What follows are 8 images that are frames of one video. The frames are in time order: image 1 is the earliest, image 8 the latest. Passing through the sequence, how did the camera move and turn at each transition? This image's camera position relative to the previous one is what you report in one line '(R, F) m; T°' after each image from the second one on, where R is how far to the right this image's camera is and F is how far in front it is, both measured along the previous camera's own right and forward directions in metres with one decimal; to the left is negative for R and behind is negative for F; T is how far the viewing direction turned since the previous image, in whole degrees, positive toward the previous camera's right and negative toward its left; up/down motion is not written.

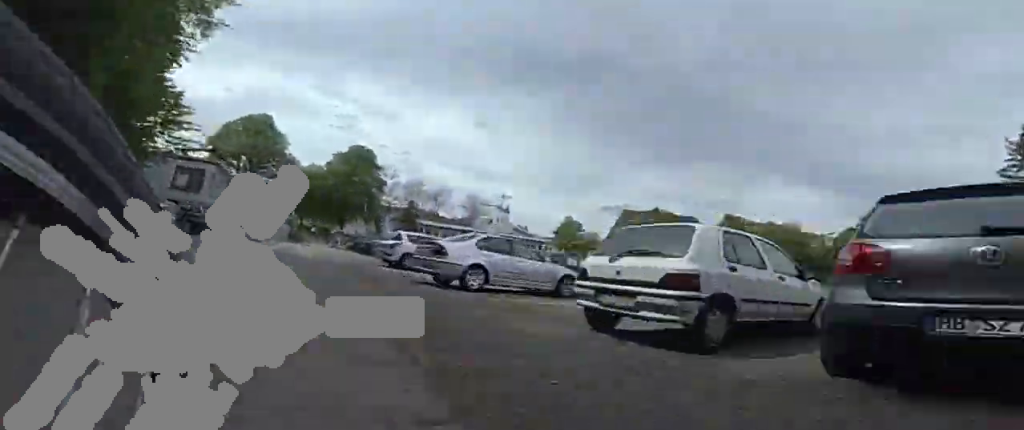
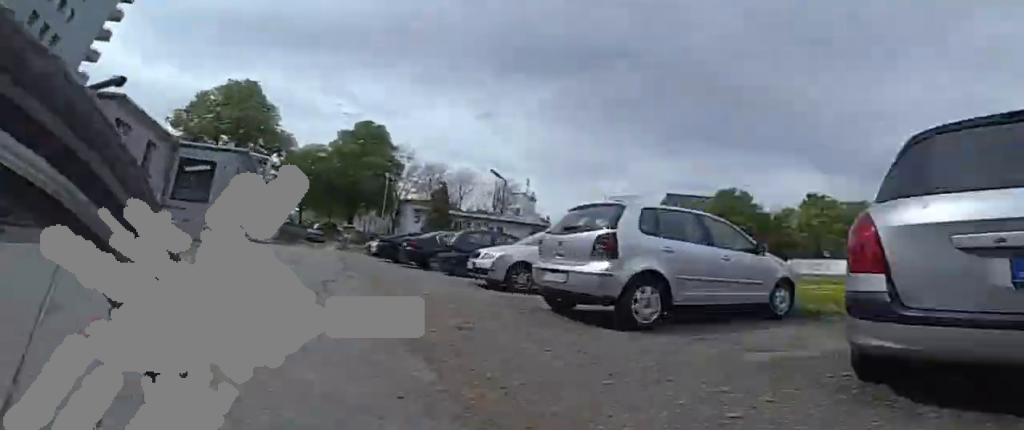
(-1.1, +20.2) m; -5°
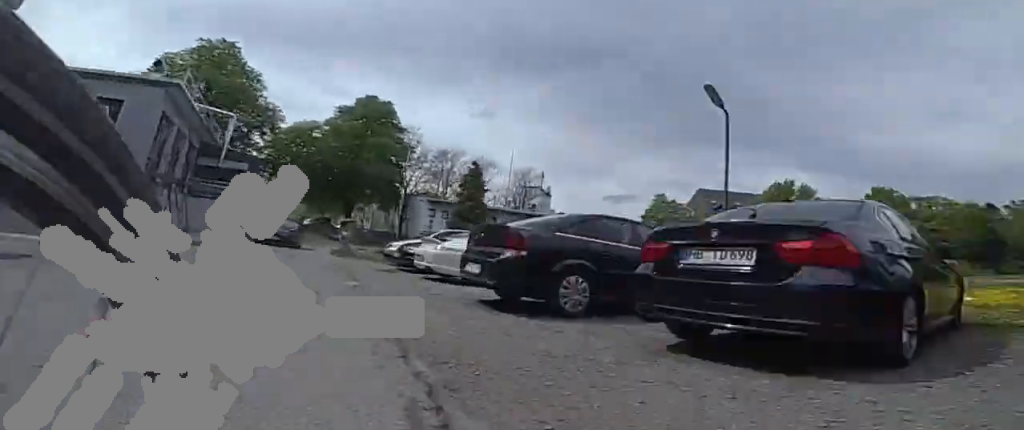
(-0.4, +11.0) m; -3°
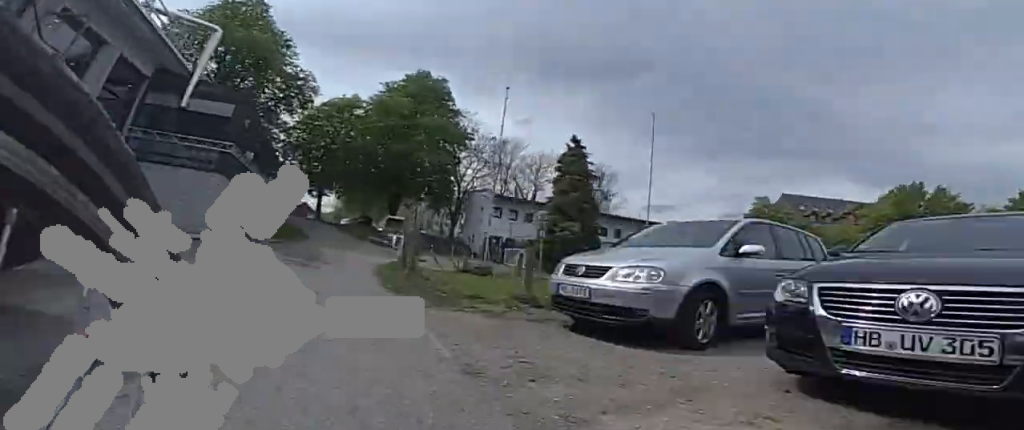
(0.0, +9.8) m; -3°
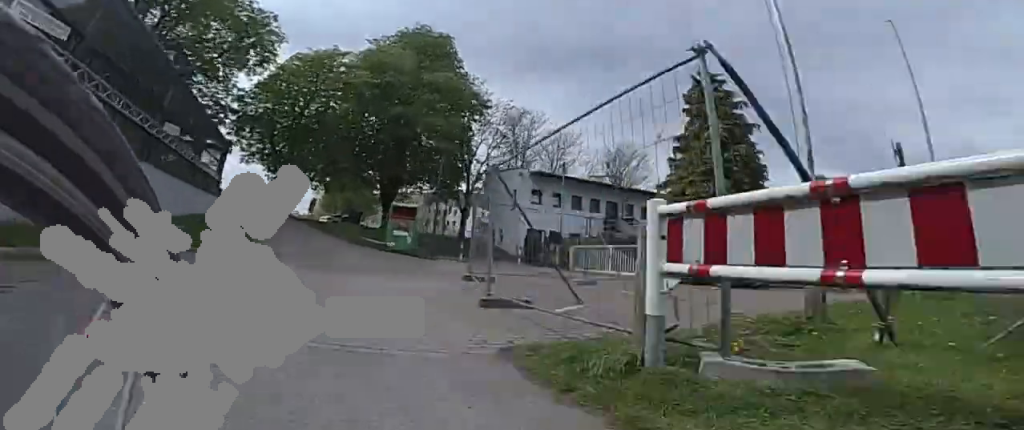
(-0.4, +7.0) m; -4°
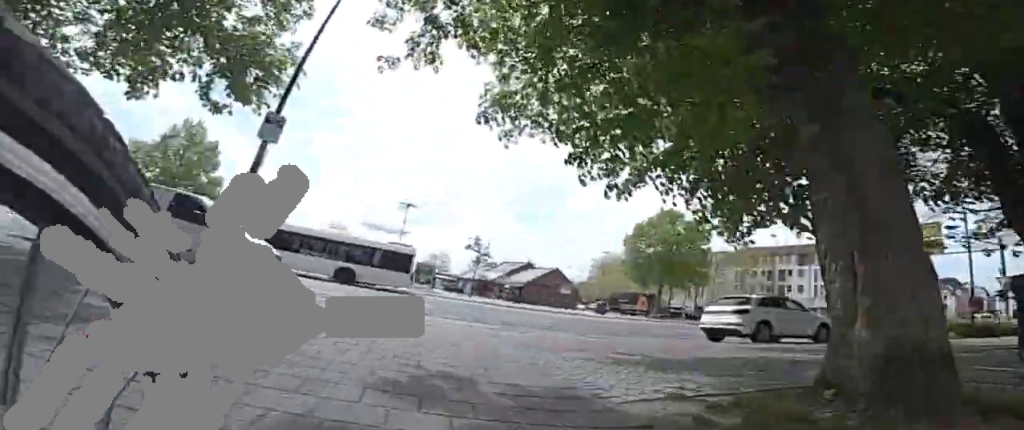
(-6.6, +17.6) m; -71°
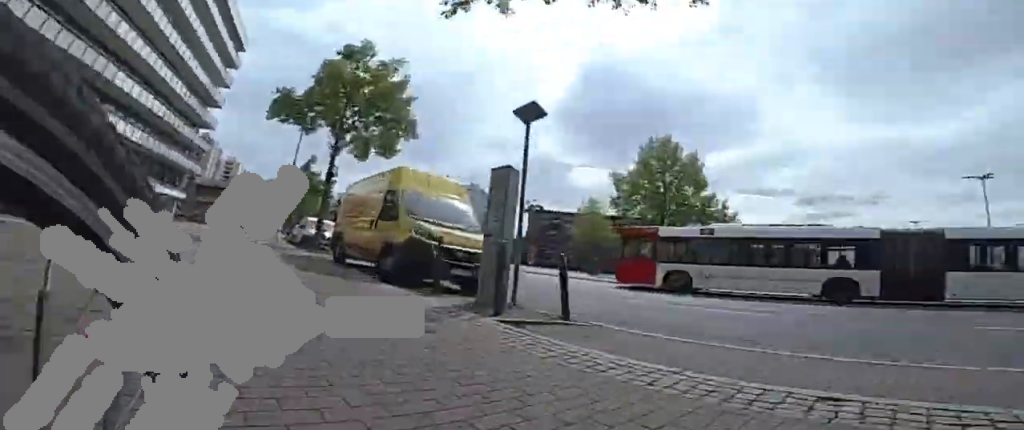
(-6.7, +14.8) m; -29°
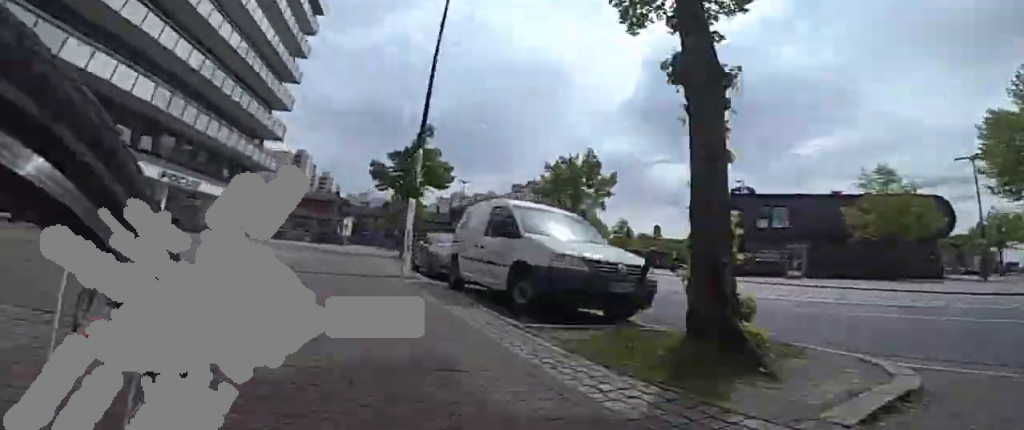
(-0.2, +11.9) m; -5°
